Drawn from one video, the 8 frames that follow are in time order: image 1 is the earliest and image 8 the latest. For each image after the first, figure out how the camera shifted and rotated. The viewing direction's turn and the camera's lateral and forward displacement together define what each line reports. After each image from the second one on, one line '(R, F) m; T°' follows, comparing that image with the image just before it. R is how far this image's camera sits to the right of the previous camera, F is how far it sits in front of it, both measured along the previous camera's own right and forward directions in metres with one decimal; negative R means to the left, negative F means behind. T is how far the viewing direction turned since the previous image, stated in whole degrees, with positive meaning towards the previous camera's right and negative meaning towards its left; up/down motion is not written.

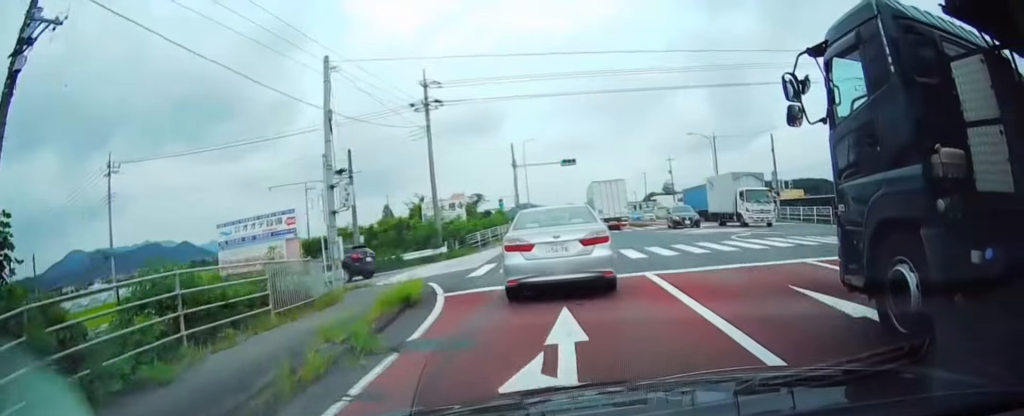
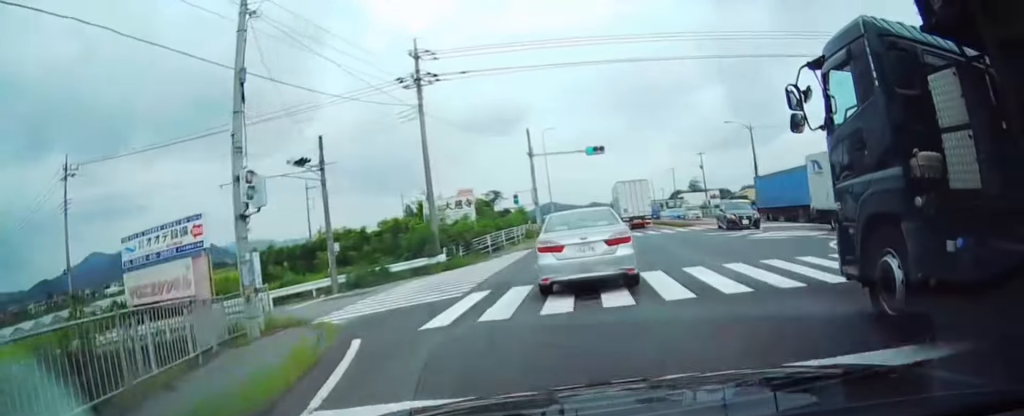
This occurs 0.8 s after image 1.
(0.0, +7.4) m; 0°
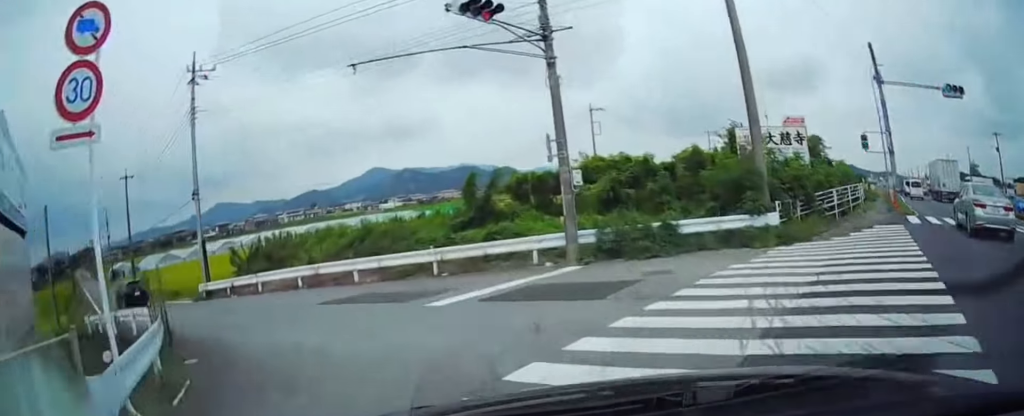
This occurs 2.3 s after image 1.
(-1.2, +13.7) m; -18°
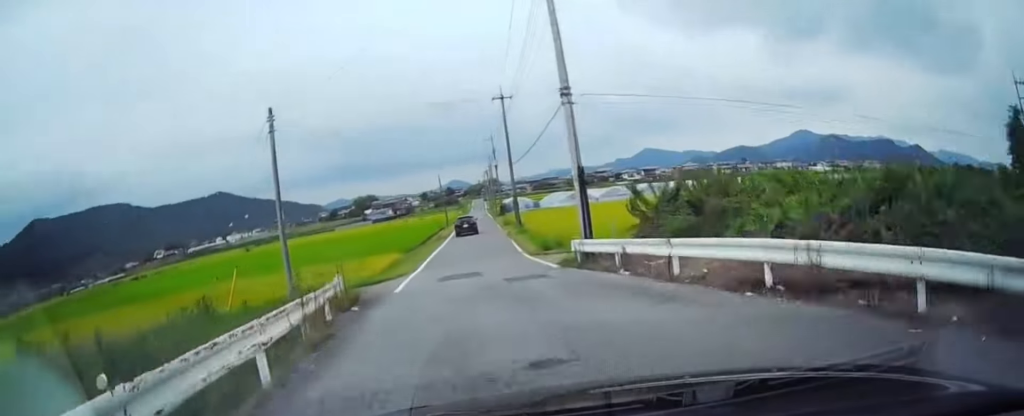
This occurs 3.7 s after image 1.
(-2.7, +10.9) m; -34°
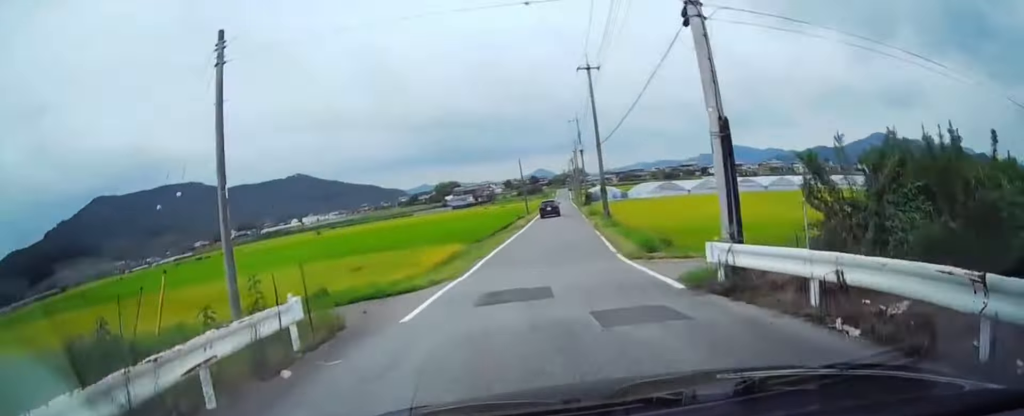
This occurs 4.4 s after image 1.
(-1.3, +6.3) m; -17°
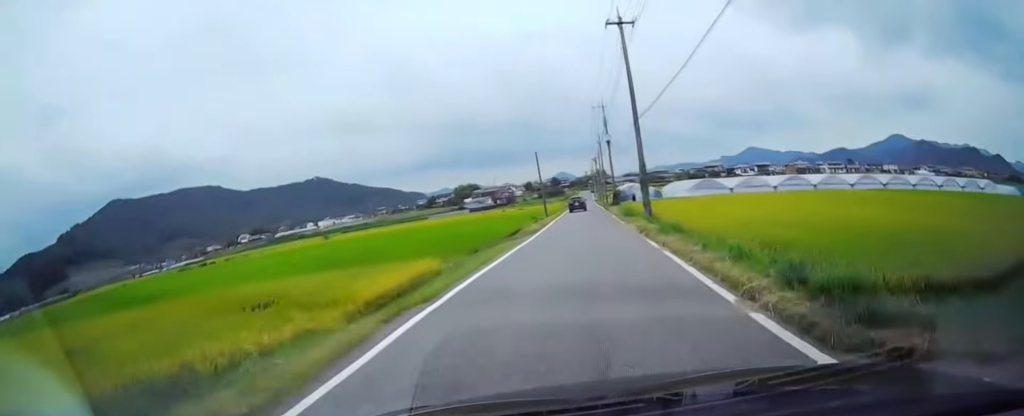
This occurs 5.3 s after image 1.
(-1.8, +9.7) m; -15°
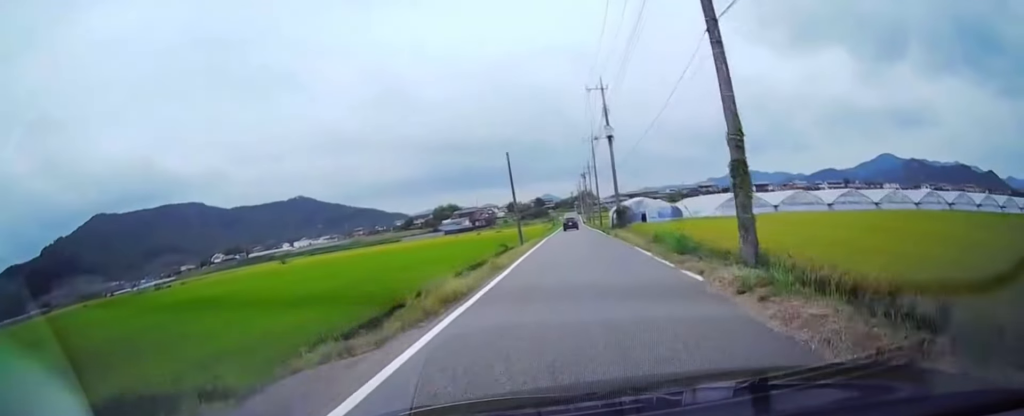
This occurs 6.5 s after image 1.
(-1.6, +17.6) m; -6°
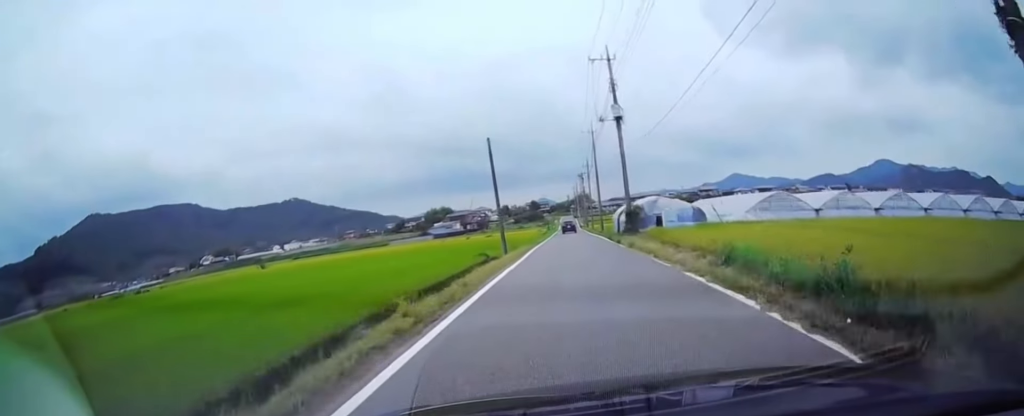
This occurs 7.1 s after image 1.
(-0.1, +9.7) m; -1°
